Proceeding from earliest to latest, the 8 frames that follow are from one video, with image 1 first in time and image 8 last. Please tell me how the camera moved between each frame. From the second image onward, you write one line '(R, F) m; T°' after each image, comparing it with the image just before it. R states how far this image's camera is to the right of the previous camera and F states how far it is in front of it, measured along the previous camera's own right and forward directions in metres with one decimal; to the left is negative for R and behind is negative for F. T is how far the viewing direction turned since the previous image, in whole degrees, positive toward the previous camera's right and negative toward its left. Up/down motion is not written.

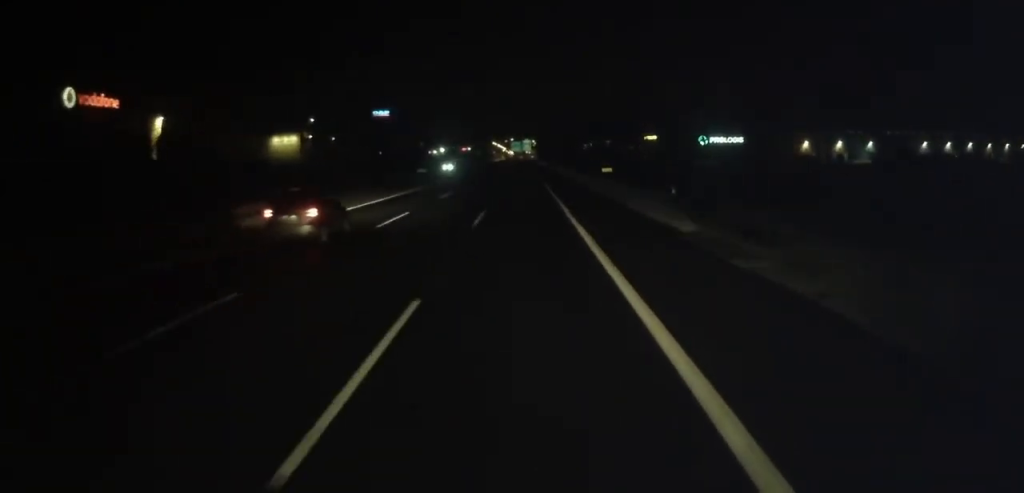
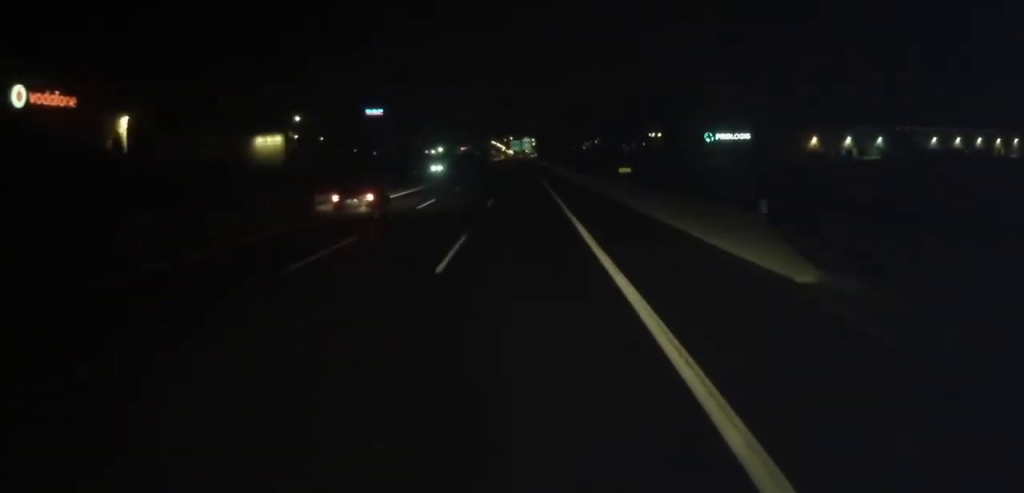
(+0.1, +8.9) m; 0°
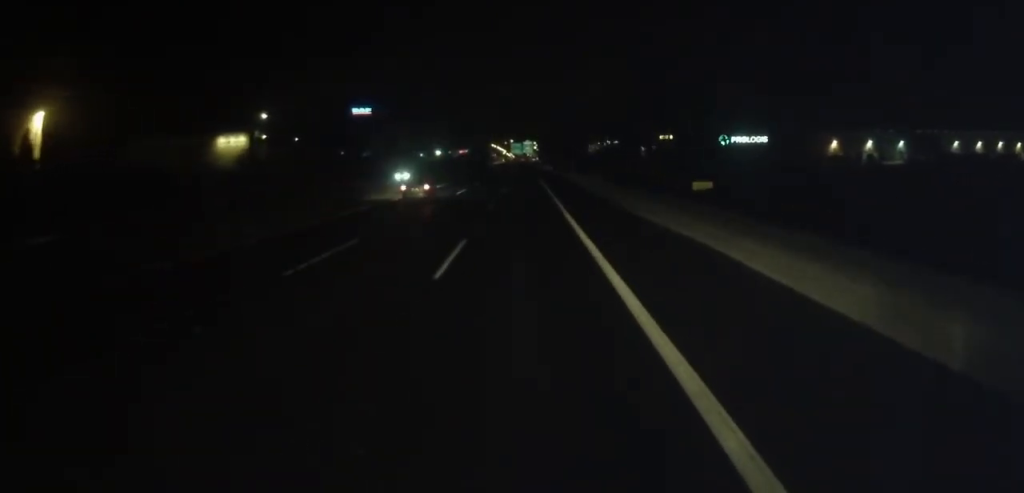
(+0.2, +17.7) m; 0°
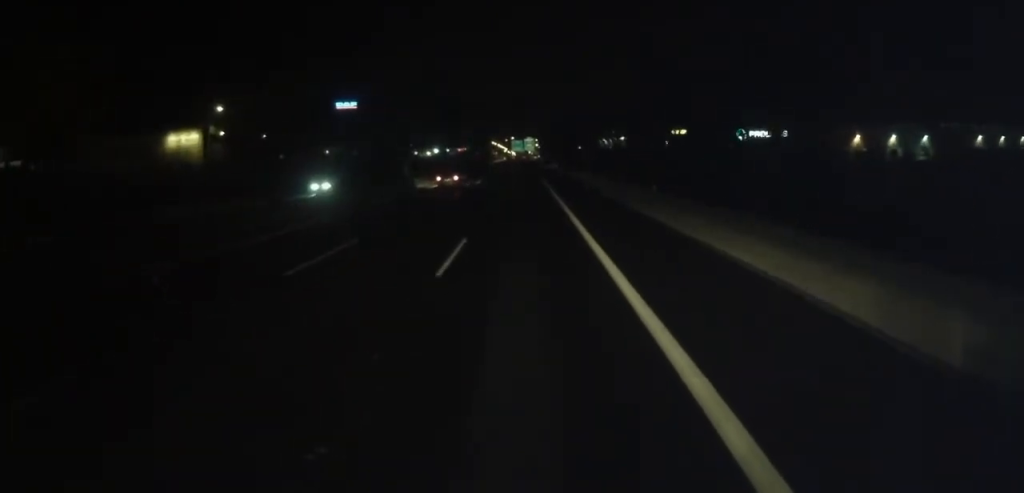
(-0.3, +17.8) m; 0°
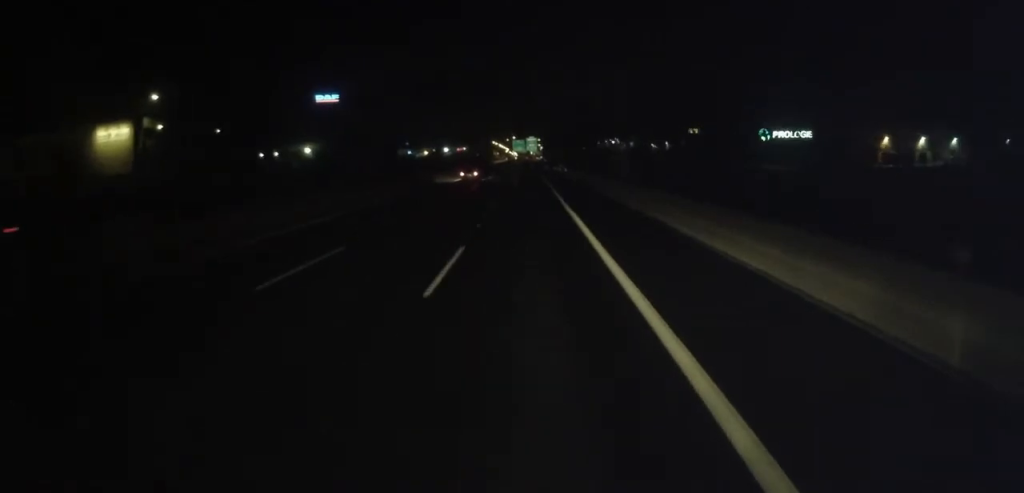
(+0.3, +19.4) m; +1°
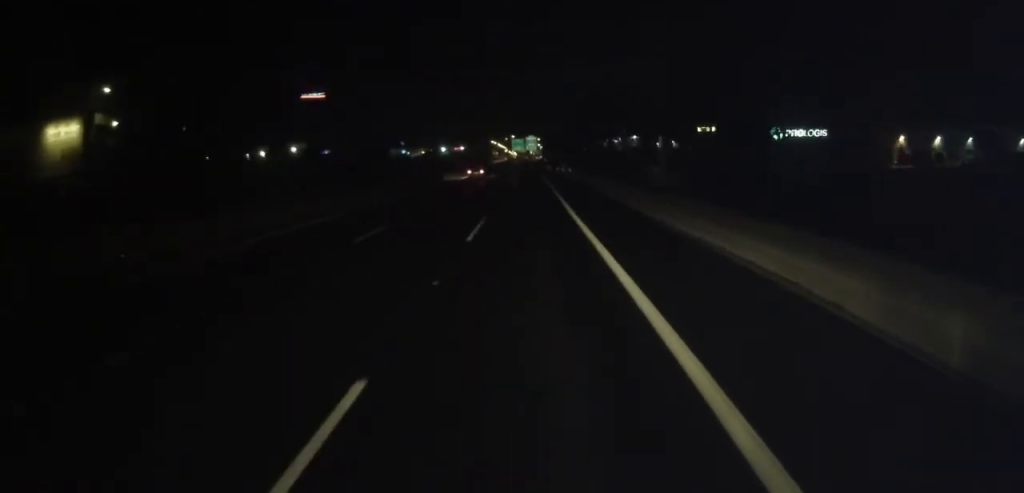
(0.0, +10.5) m; 0°
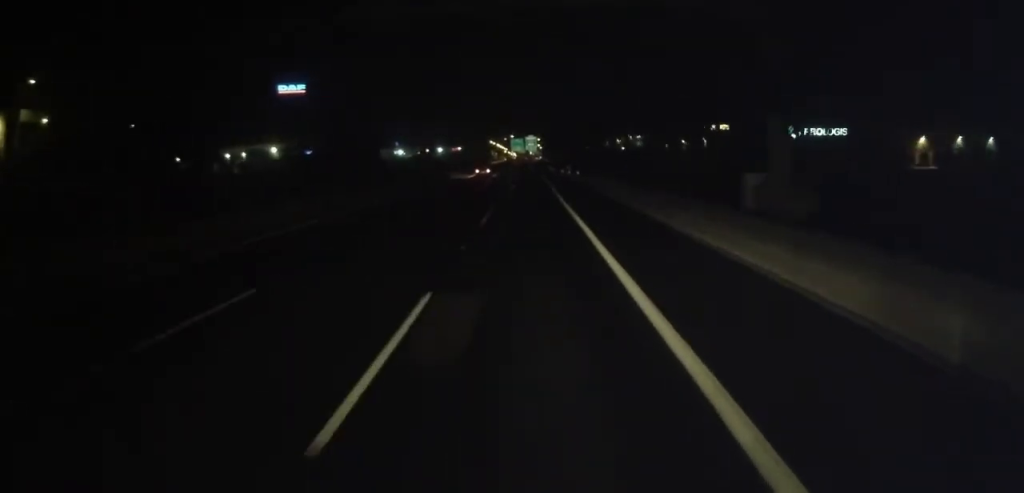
(0.0, +13.4) m; 0°
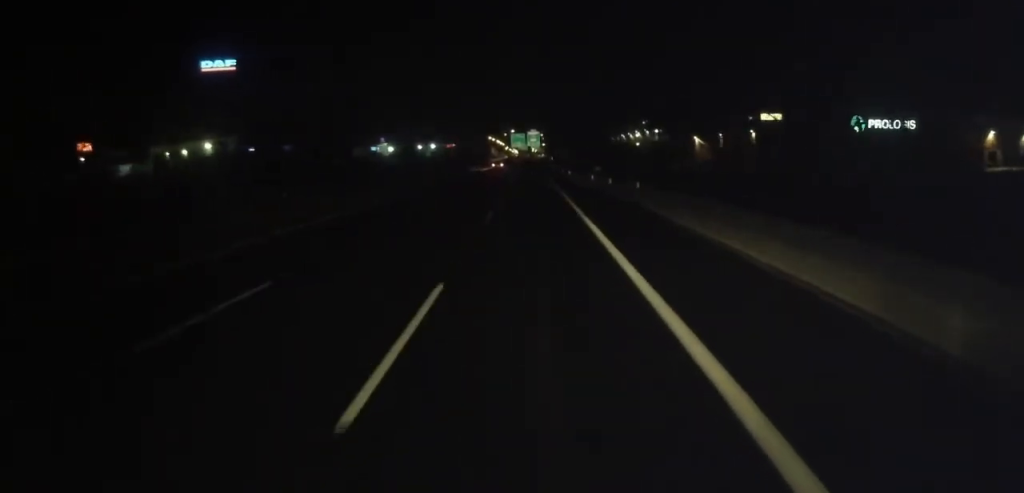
(+0.4, +35.0) m; 0°
